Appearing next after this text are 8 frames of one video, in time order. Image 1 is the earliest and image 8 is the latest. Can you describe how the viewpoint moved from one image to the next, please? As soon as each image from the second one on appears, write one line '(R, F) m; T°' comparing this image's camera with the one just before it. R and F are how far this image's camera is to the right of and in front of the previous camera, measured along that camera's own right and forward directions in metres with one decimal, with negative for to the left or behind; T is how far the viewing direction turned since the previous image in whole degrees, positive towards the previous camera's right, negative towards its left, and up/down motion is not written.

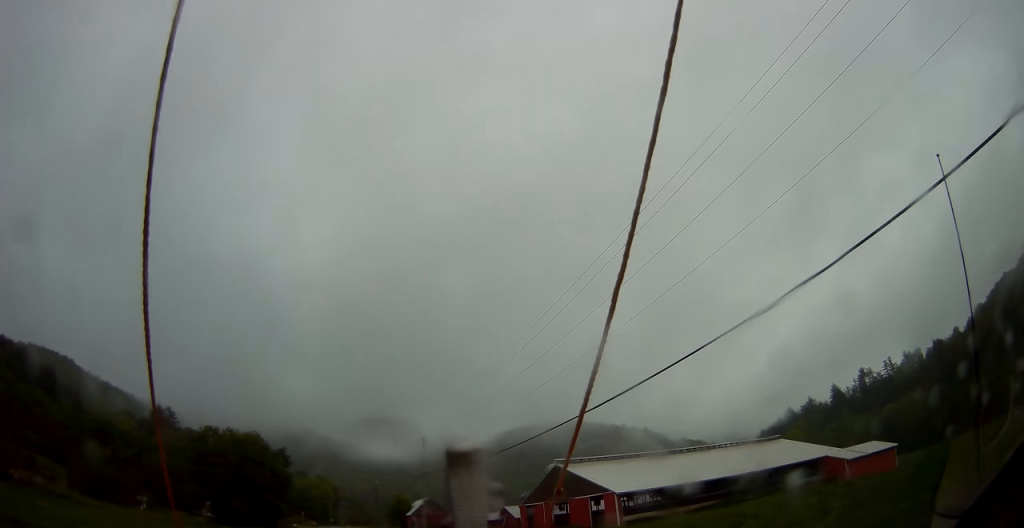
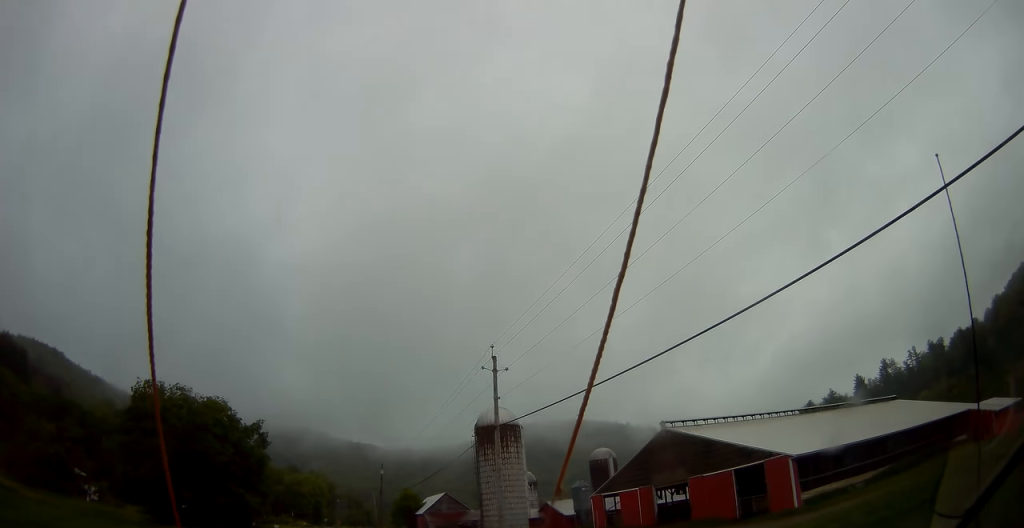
(0.0, +26.4) m; +1°
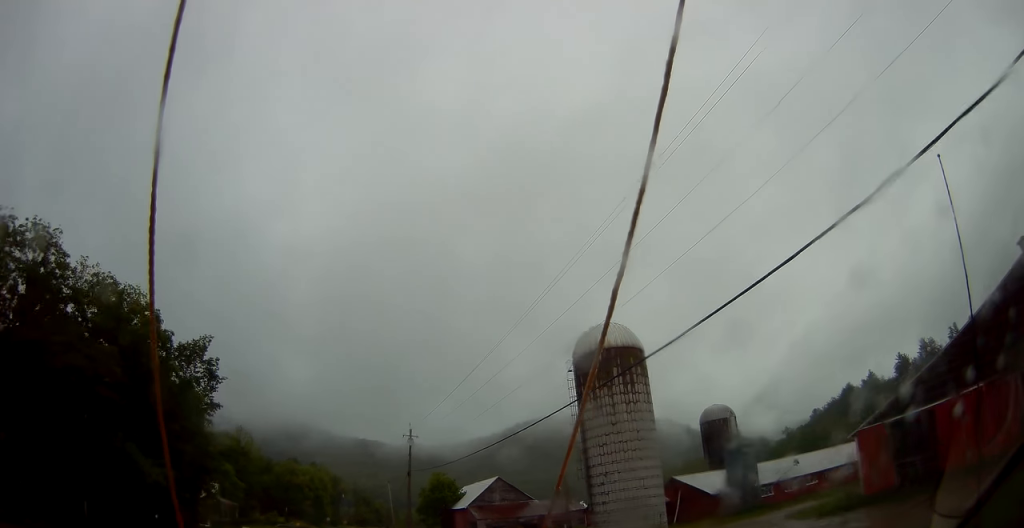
(+0.2, +34.4) m; 0°
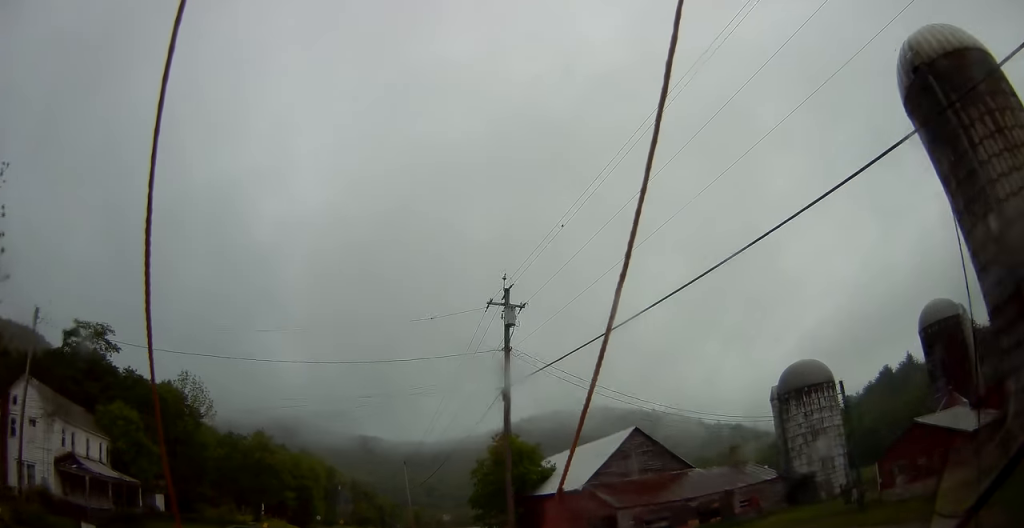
(-0.3, +37.9) m; 0°
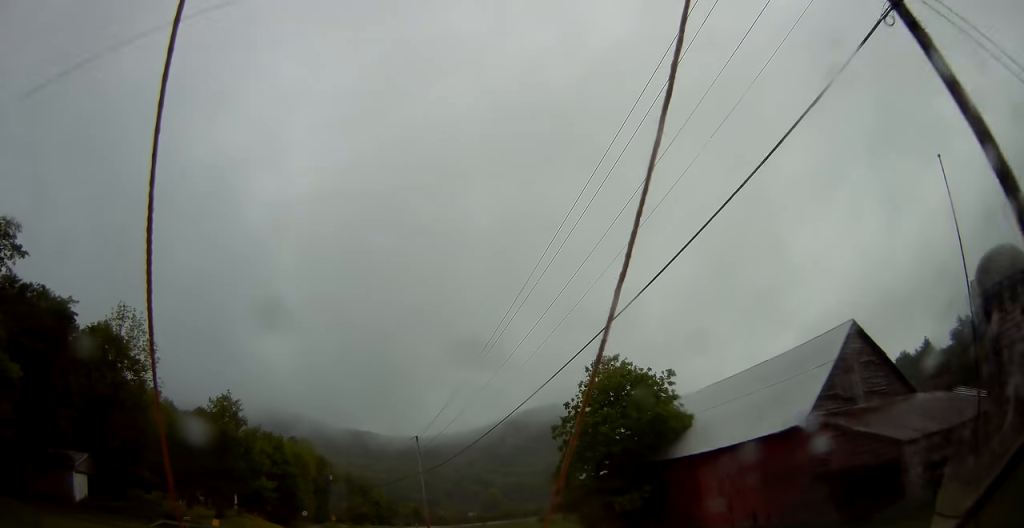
(+0.1, +21.2) m; +1°
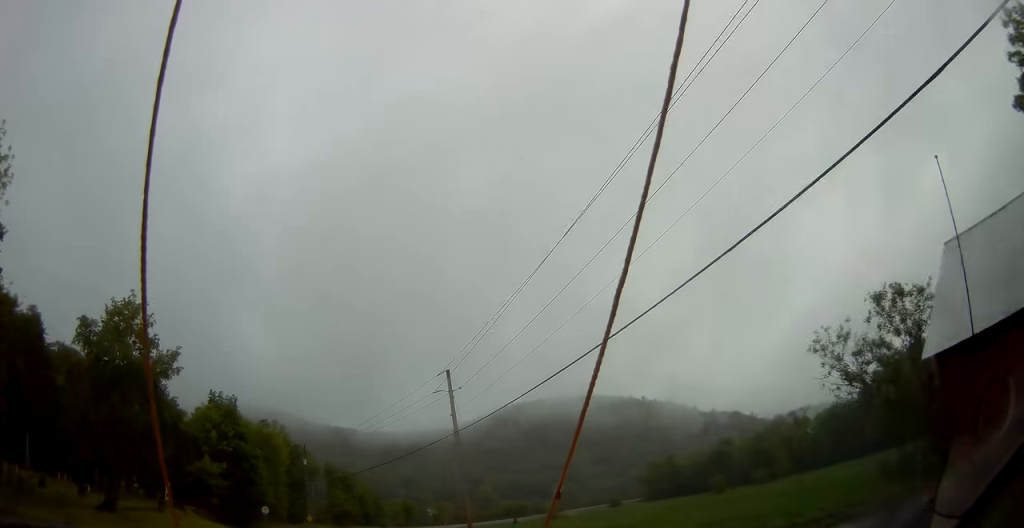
(+0.2, +27.2) m; +2°
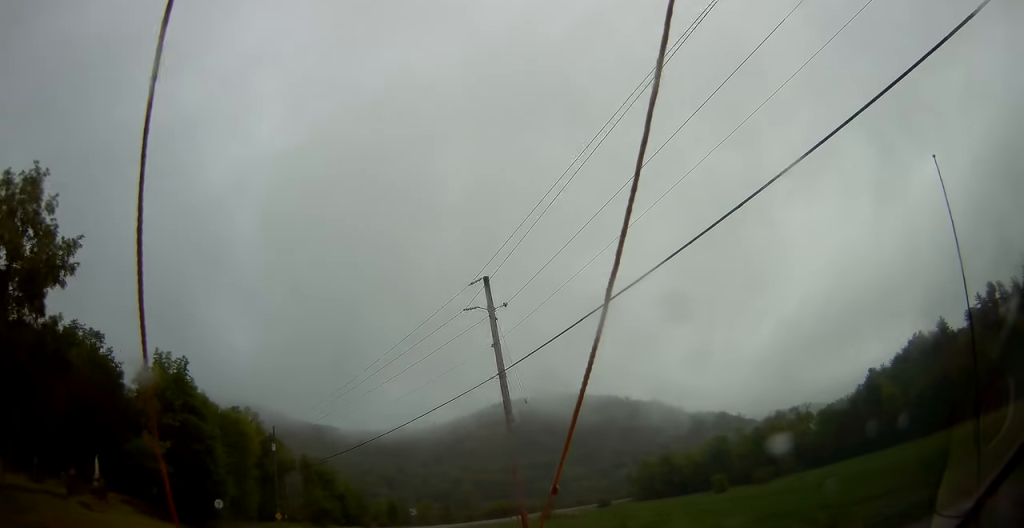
(-0.1, +14.0) m; +1°
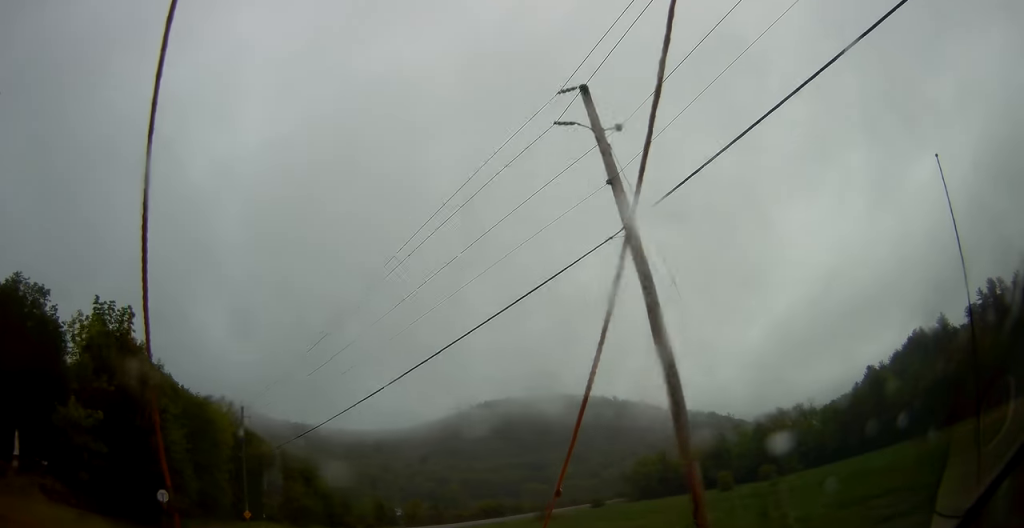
(+0.3, +11.4) m; +2°
